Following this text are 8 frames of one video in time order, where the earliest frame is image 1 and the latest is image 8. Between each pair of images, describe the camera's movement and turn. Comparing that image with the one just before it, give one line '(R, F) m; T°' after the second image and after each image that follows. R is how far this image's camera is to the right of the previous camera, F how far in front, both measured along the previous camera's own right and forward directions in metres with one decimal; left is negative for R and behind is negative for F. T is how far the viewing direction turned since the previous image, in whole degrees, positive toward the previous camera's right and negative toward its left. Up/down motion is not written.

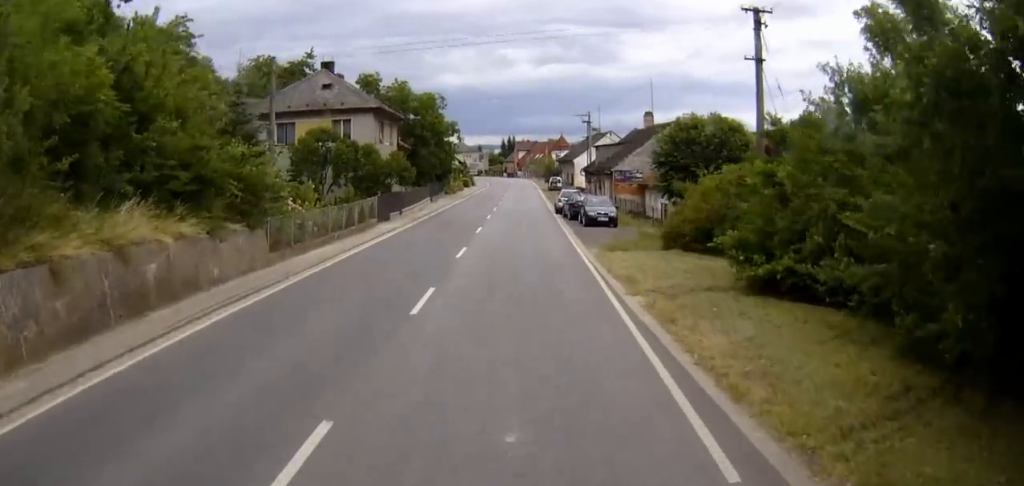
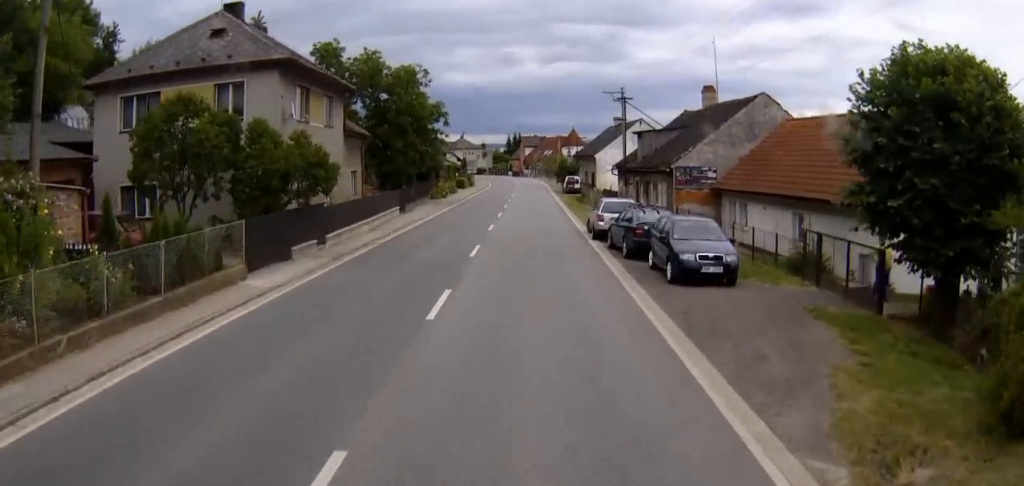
(-0.3, +17.3) m; -2°
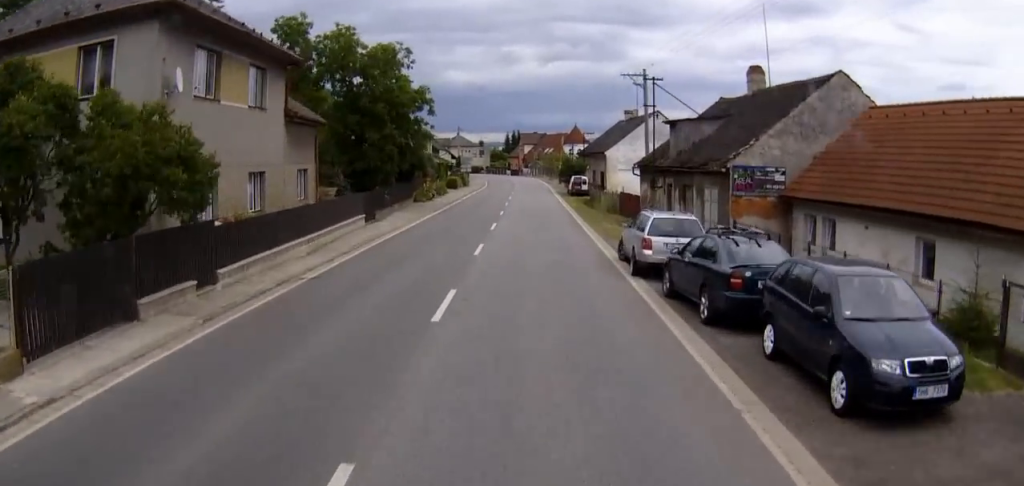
(-0.1, +9.2) m; 0°
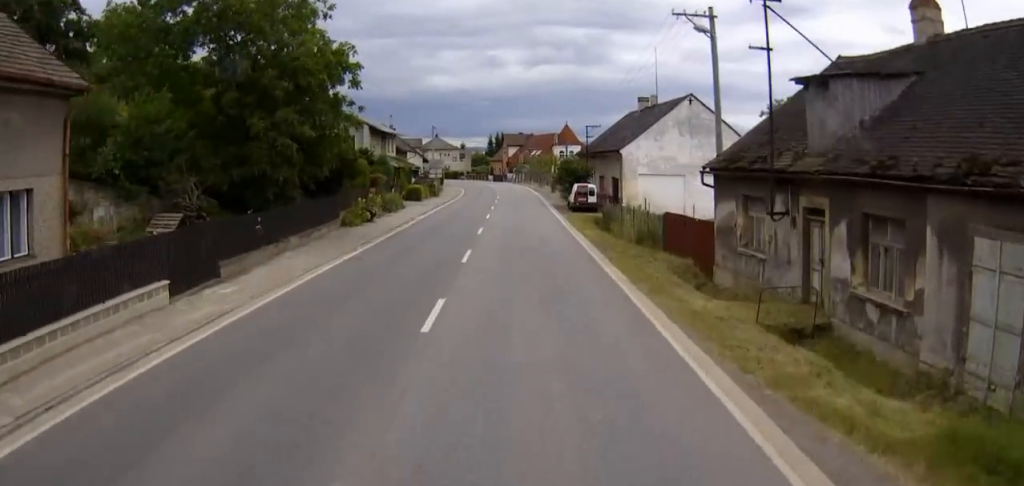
(+0.2, +18.1) m; +1°
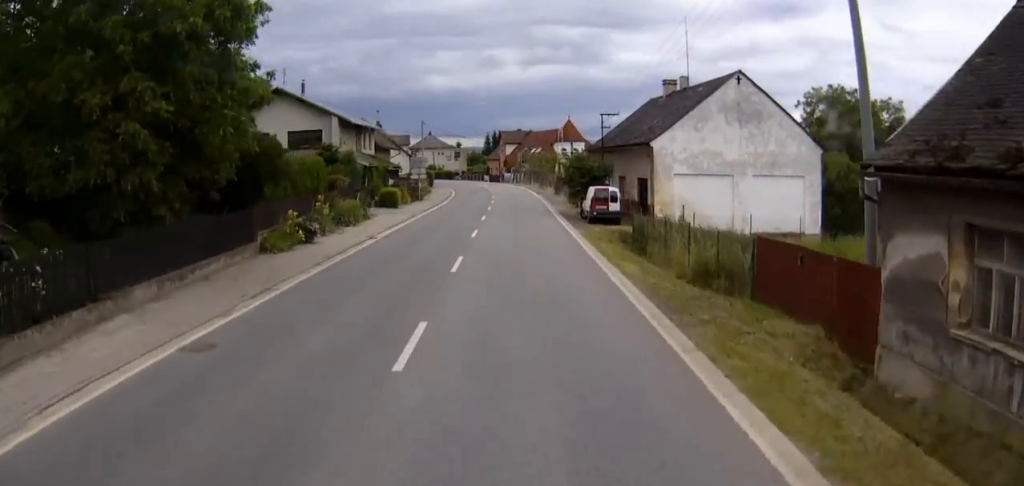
(0.0, +11.3) m; +1°
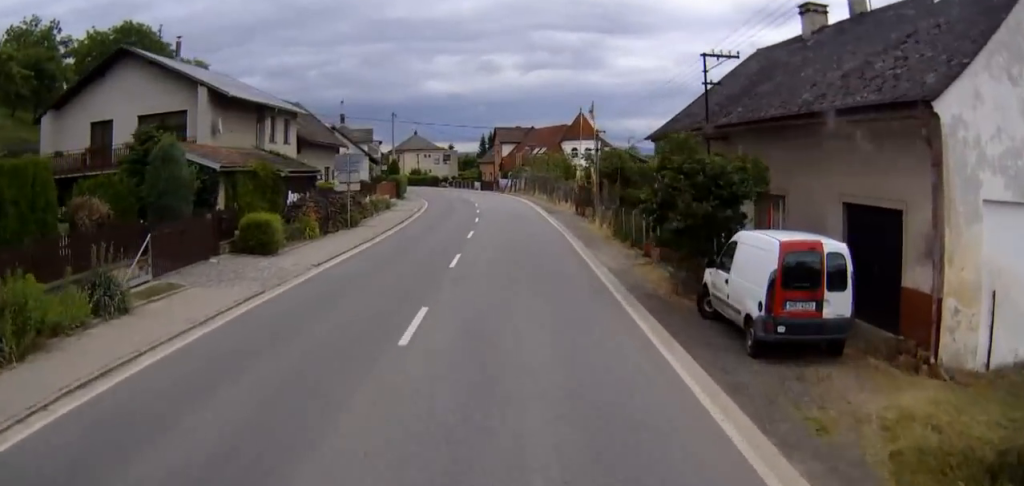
(+0.4, +25.5) m; +1°
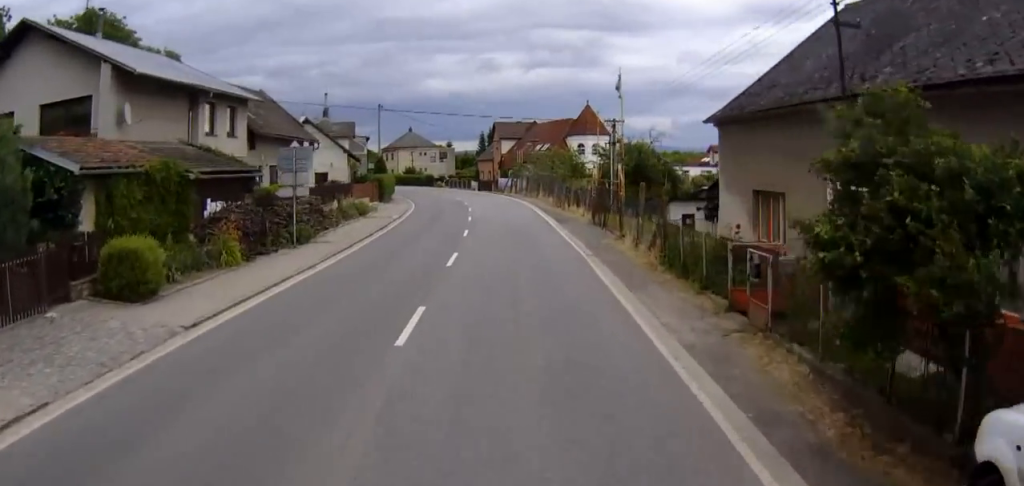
(-0.1, +9.1) m; -1°
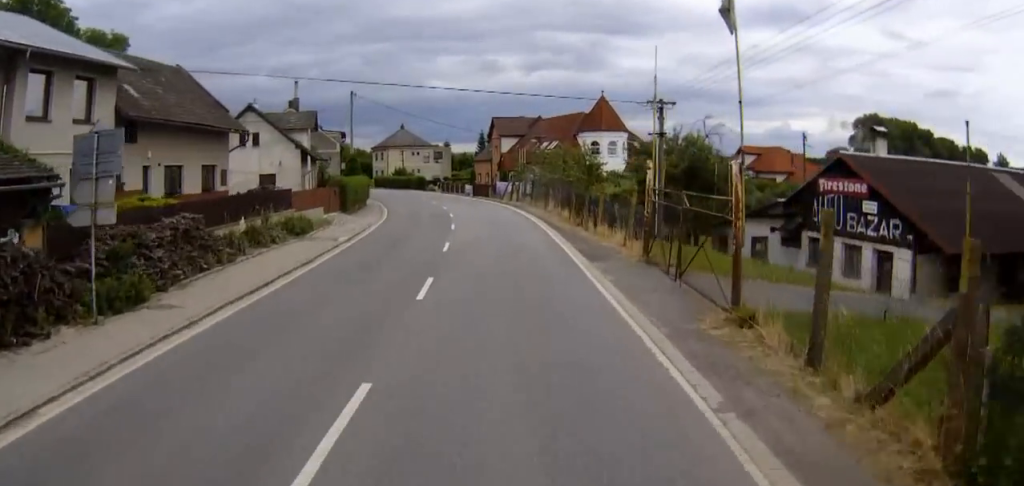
(-0.1, +13.9) m; -1°
